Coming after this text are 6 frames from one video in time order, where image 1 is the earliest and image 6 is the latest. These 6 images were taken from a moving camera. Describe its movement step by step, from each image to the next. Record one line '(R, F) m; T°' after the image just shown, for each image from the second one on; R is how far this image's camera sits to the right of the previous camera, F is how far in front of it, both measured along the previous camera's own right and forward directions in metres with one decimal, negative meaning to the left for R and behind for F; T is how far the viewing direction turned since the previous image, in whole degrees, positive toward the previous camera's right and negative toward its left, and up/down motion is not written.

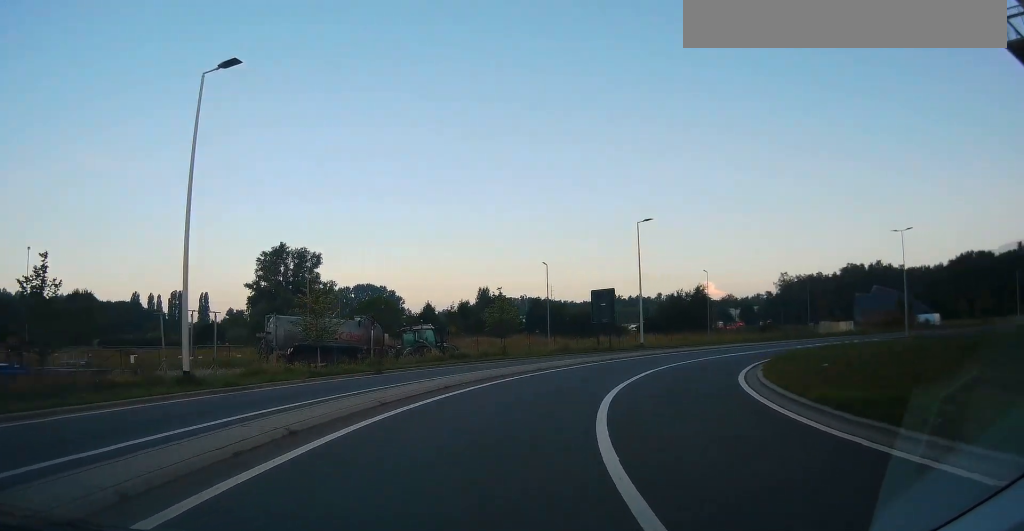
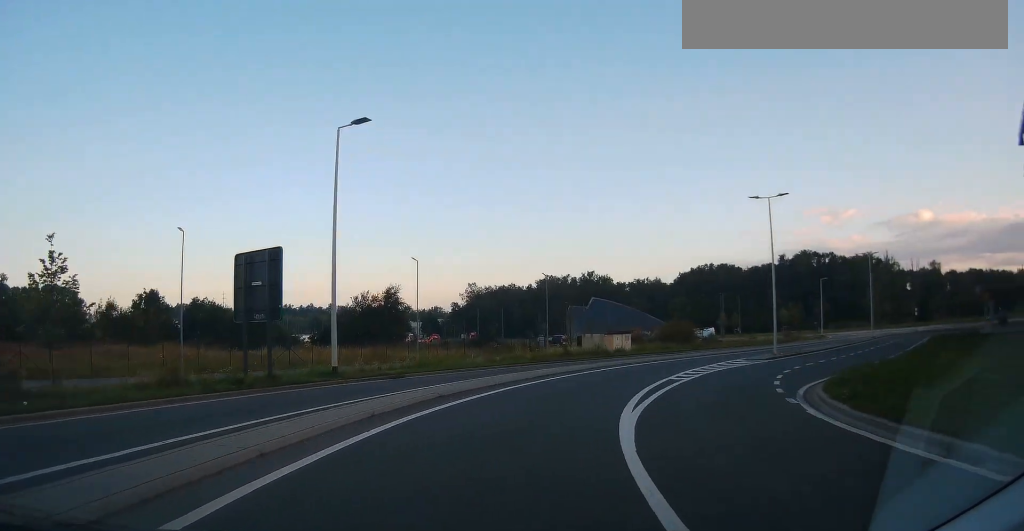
(+2.4, +24.6) m; +21°
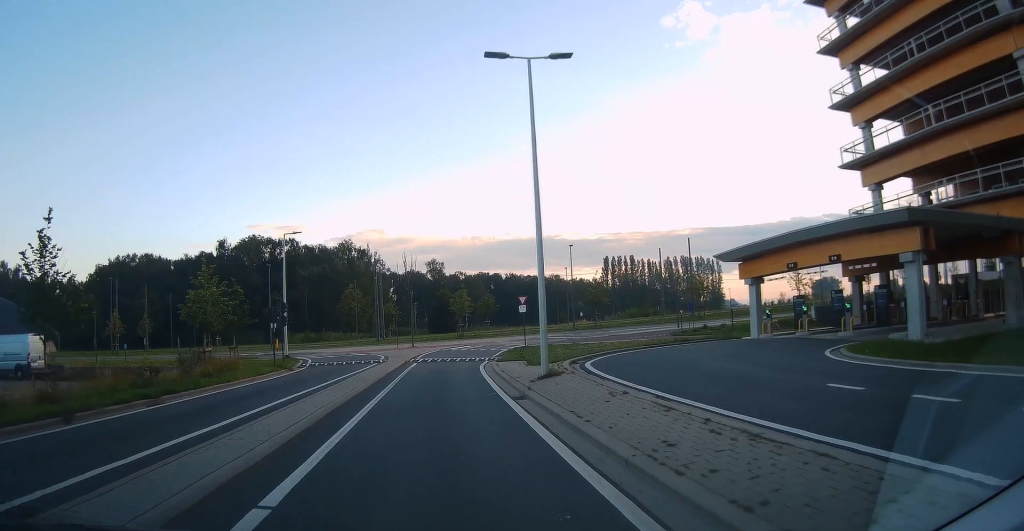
(+24.5, +43.4) m; +50°
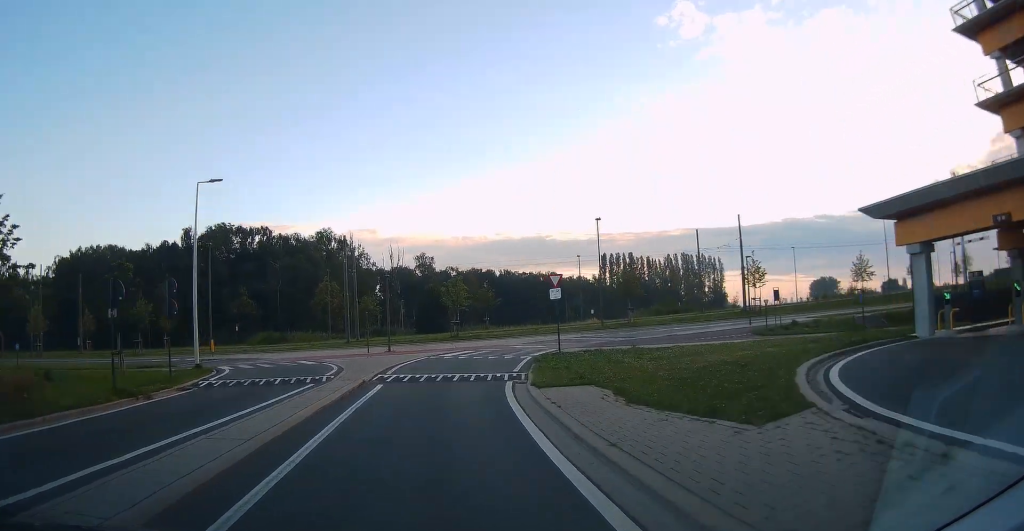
(+1.7, +14.9) m; +6°
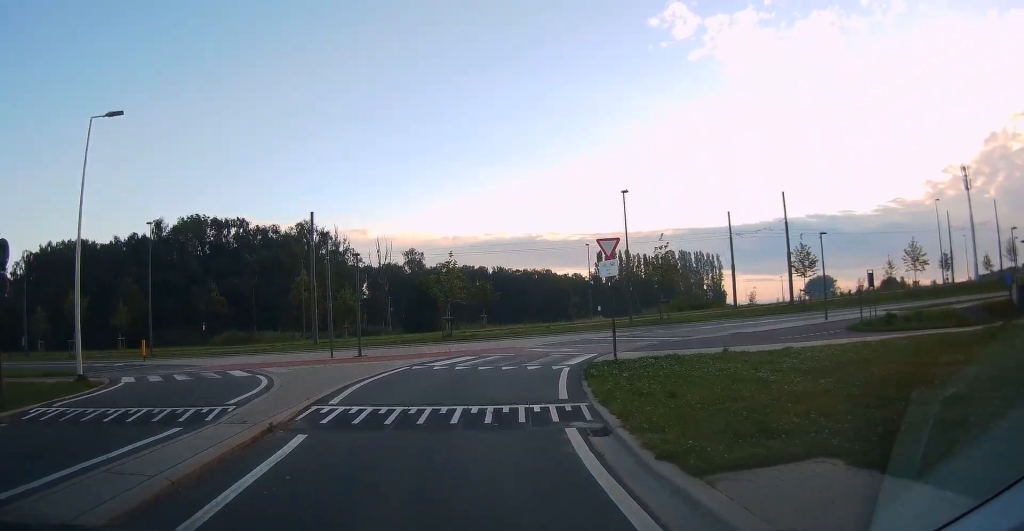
(+0.3, +10.5) m; +3°
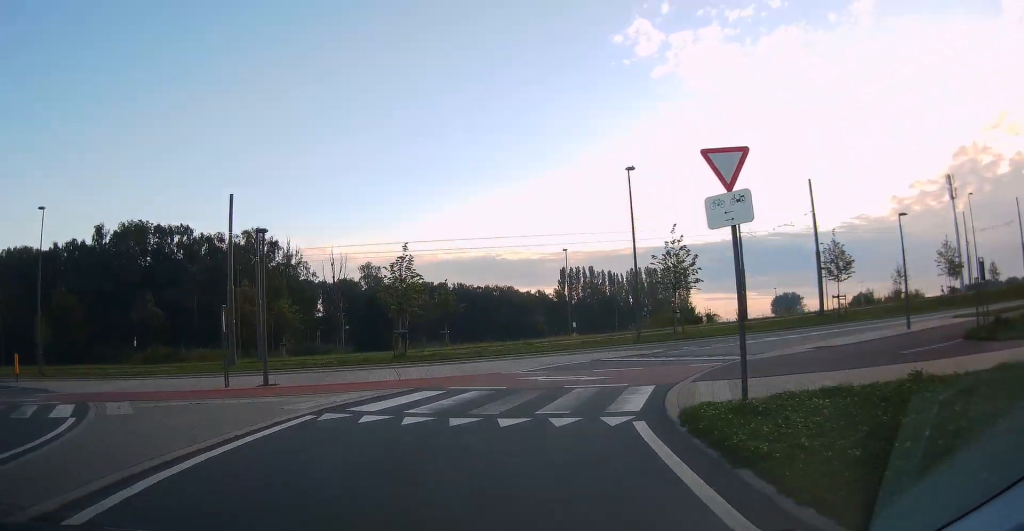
(0.0, +12.9) m; +4°
